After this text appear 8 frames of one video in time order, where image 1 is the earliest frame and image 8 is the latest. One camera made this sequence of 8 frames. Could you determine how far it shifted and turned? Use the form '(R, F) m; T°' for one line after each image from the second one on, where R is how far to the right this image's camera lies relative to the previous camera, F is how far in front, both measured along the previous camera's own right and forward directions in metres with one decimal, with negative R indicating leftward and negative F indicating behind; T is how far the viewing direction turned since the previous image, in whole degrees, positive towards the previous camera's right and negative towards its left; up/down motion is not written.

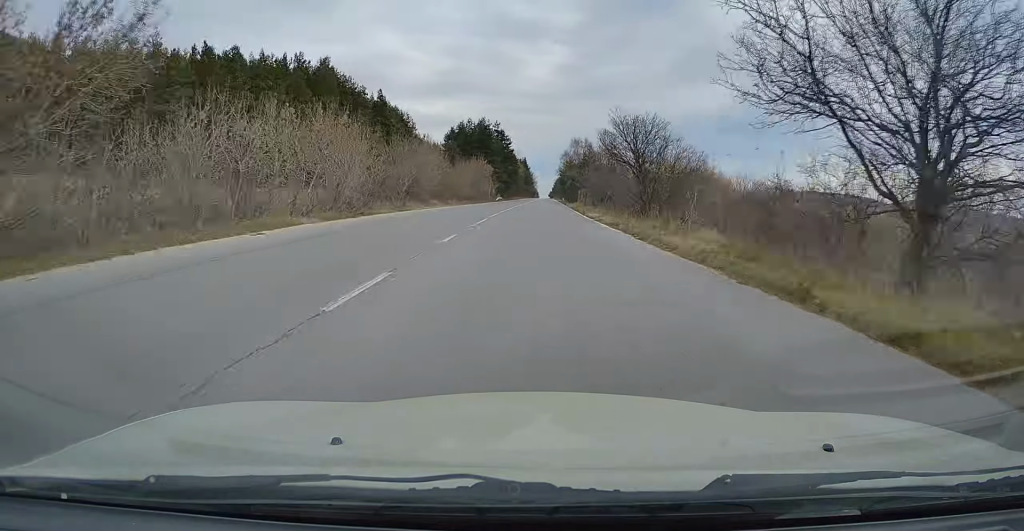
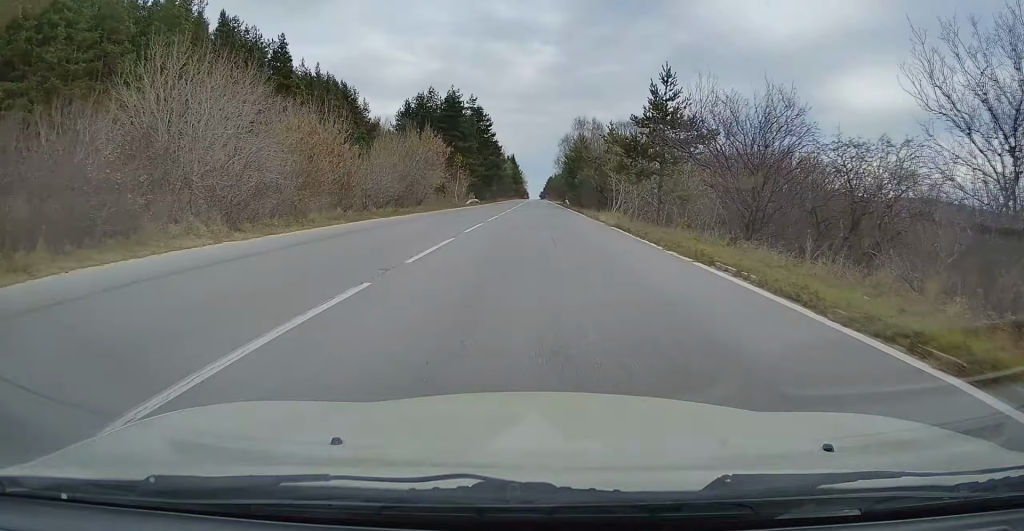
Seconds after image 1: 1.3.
(+0.6, +39.9) m; +2°
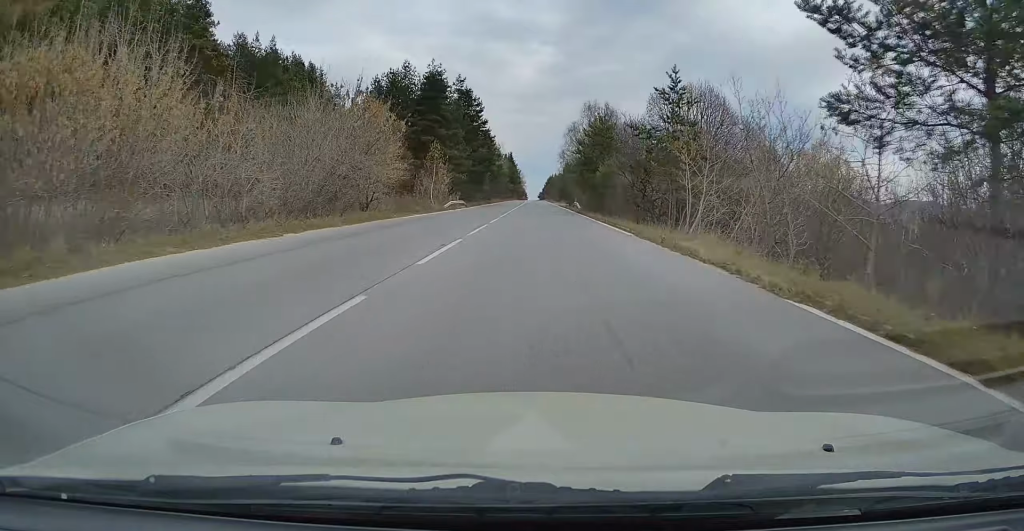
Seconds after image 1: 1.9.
(+0.2, +18.9) m; 0°
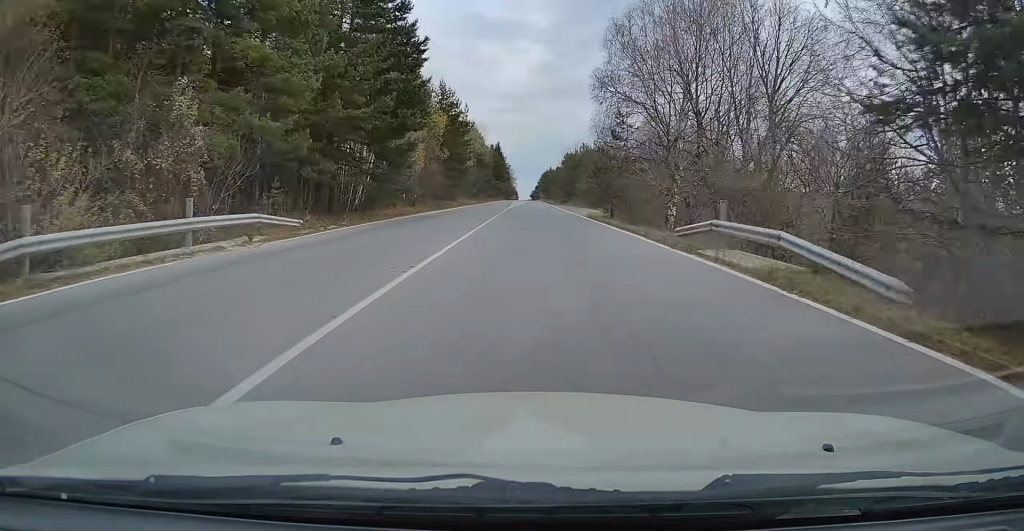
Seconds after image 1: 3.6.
(-0.1, +53.7) m; 0°
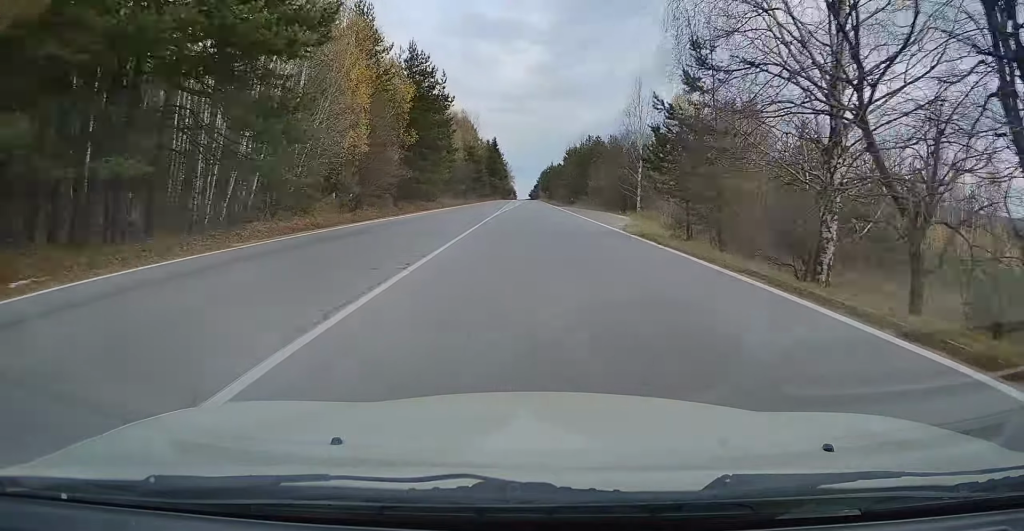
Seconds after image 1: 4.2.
(+0.2, +19.0) m; 0°
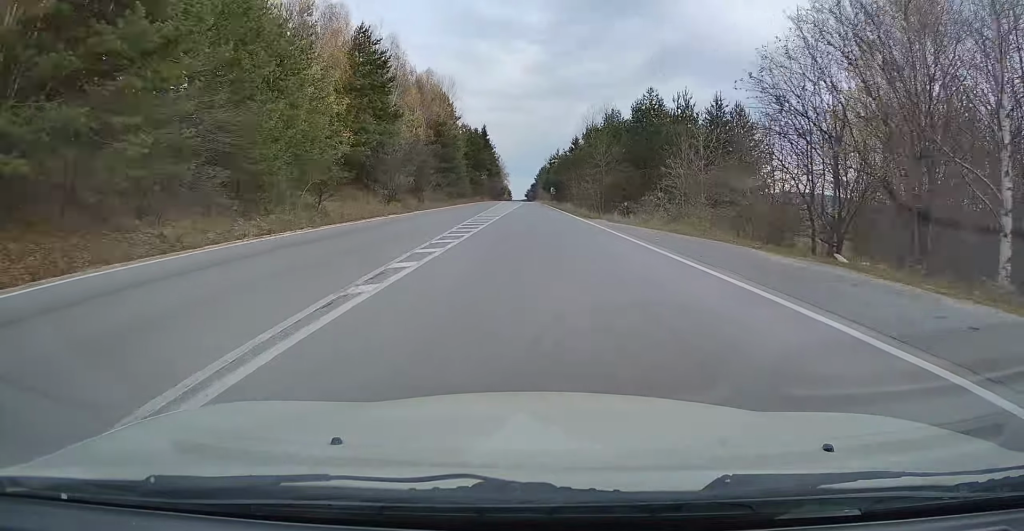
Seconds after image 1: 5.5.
(0.0, +43.4) m; 0°
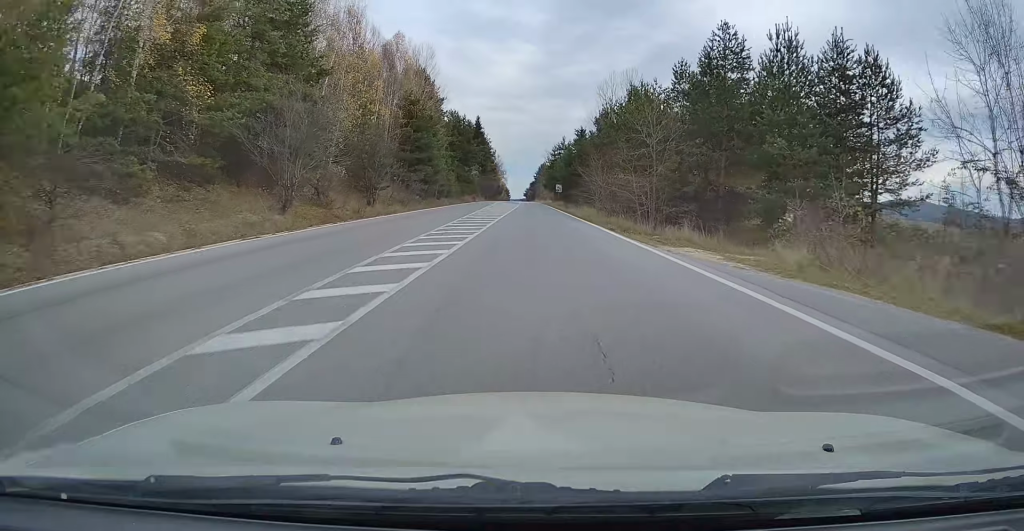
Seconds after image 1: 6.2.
(0.0, +21.1) m; 0°
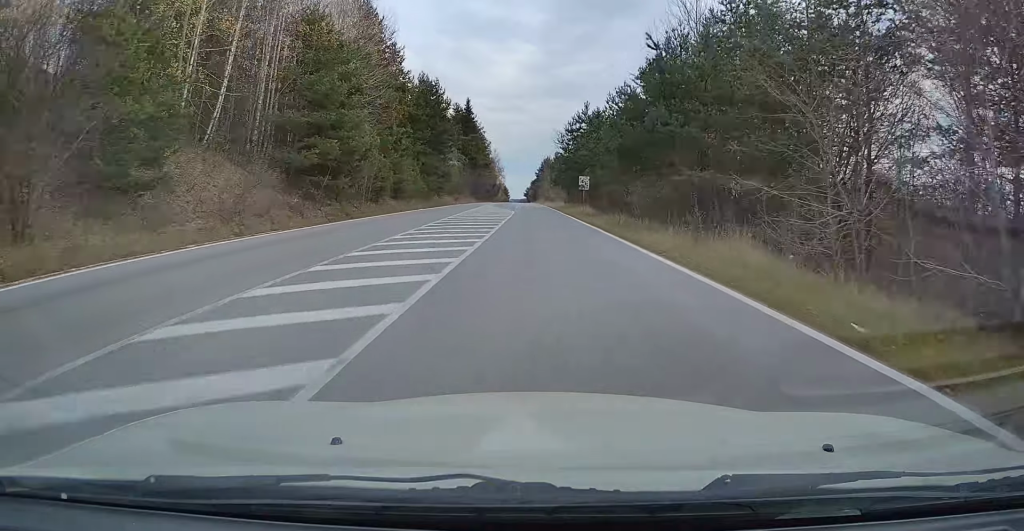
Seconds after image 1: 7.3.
(0.0, +33.5) m; 0°
